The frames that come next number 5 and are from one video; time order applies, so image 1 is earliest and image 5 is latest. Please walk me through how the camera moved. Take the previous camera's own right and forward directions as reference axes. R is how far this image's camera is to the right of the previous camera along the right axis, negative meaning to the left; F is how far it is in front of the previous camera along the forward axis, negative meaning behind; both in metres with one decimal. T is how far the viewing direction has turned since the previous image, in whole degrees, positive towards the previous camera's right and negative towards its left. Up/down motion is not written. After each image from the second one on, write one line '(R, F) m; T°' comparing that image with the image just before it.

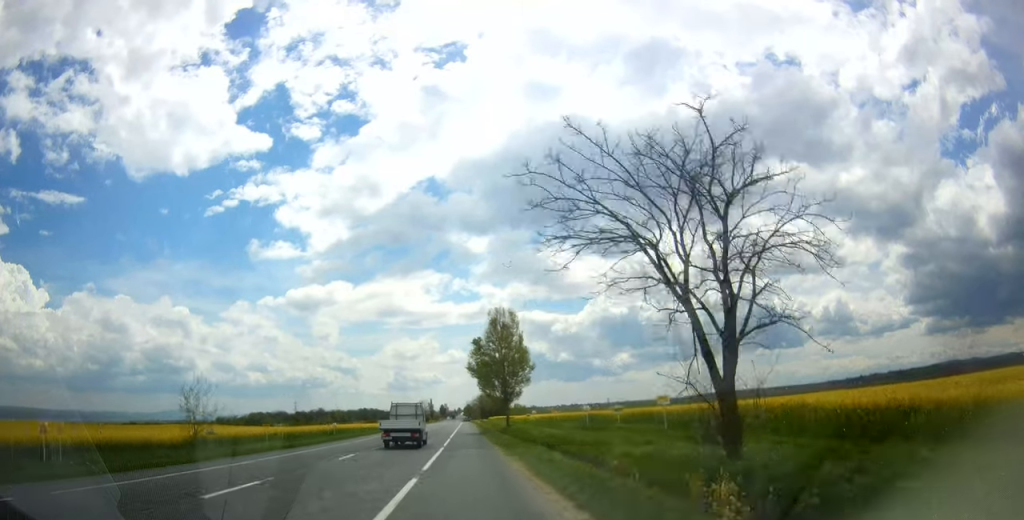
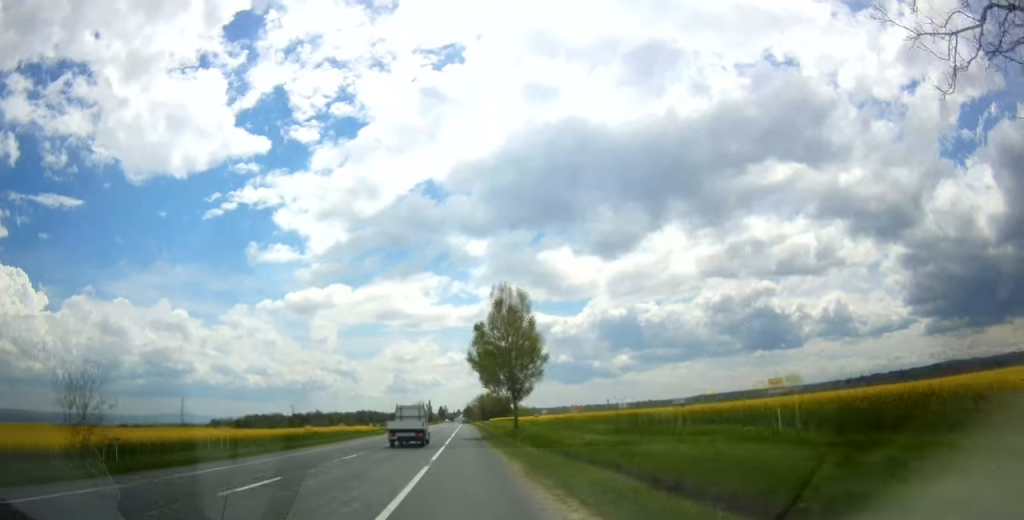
(+0.1, +10.5) m; 0°
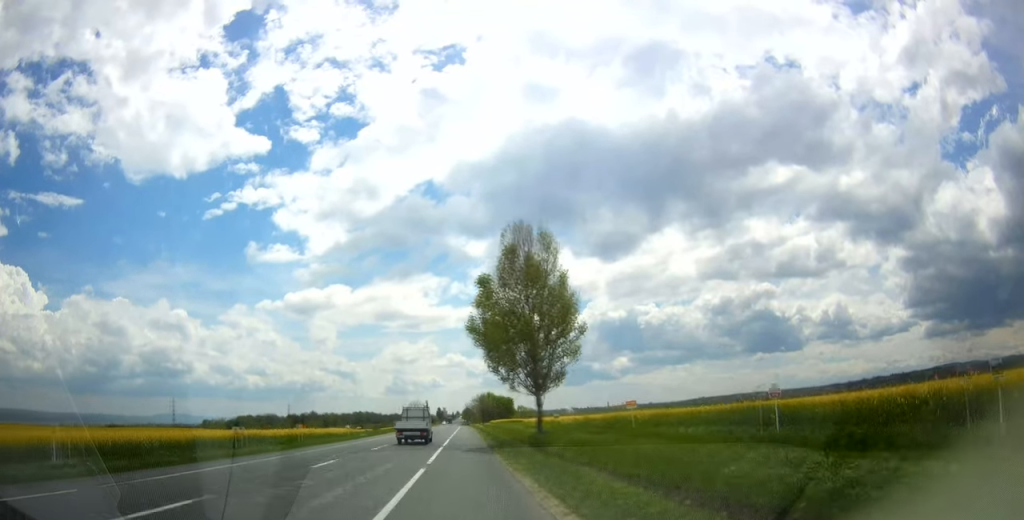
(+0.1, +16.2) m; 0°
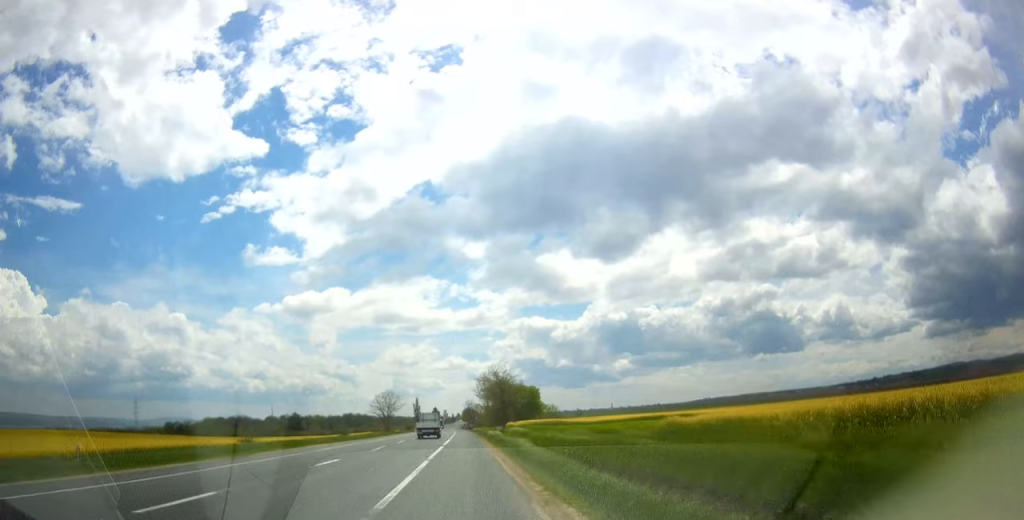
(-0.4, +69.2) m; 0°
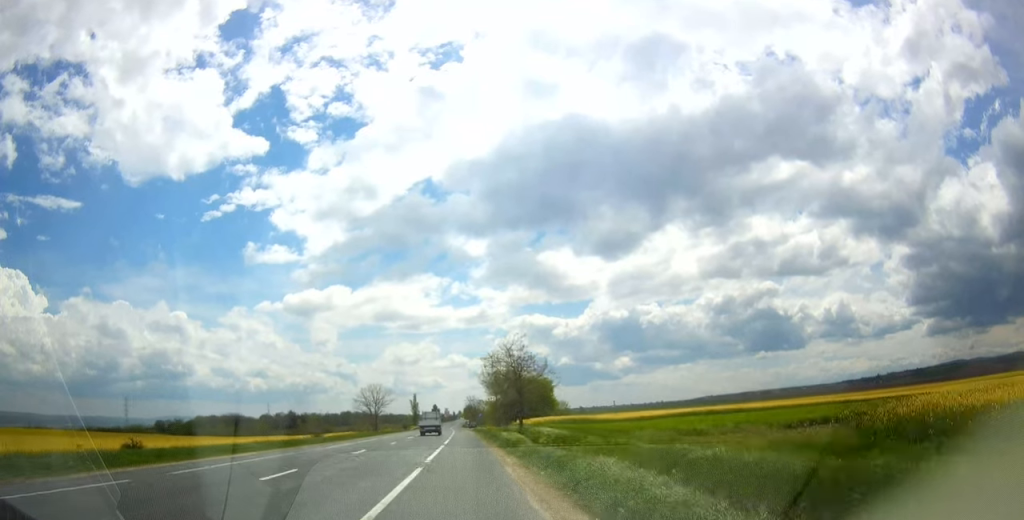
(0.0, +17.9) m; 0°
